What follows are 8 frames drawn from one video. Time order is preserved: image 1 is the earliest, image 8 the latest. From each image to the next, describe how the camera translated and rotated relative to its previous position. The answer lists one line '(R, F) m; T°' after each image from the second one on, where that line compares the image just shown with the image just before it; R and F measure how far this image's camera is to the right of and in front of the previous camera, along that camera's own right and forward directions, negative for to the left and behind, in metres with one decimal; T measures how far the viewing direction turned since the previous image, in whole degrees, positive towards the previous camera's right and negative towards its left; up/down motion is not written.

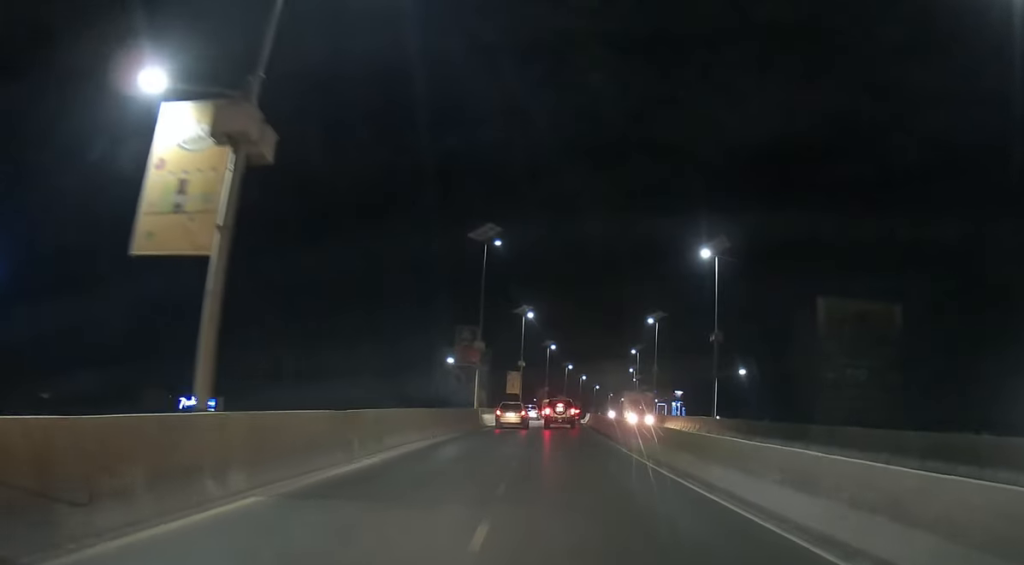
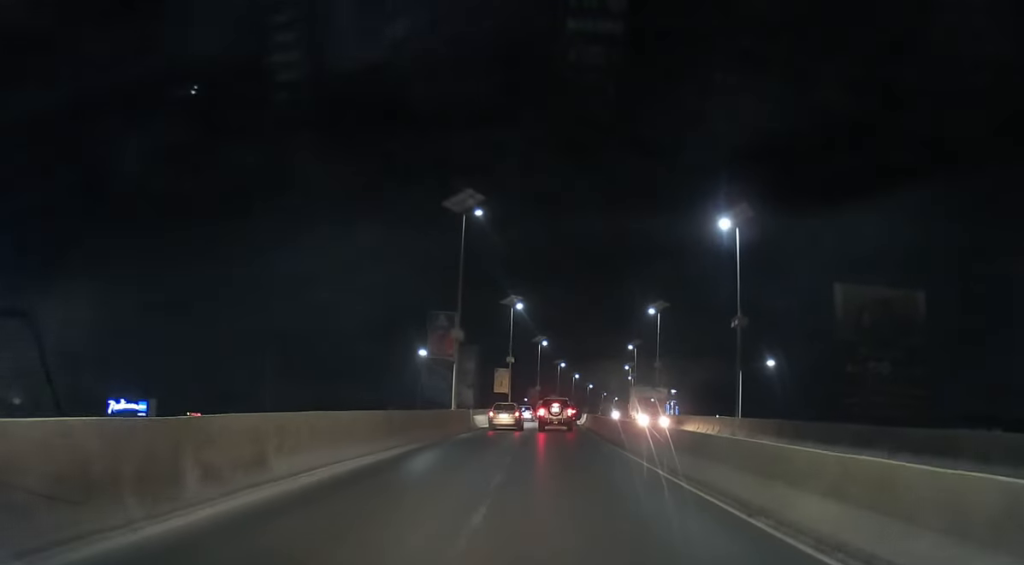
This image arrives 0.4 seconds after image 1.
(0.0, +7.7) m; 0°
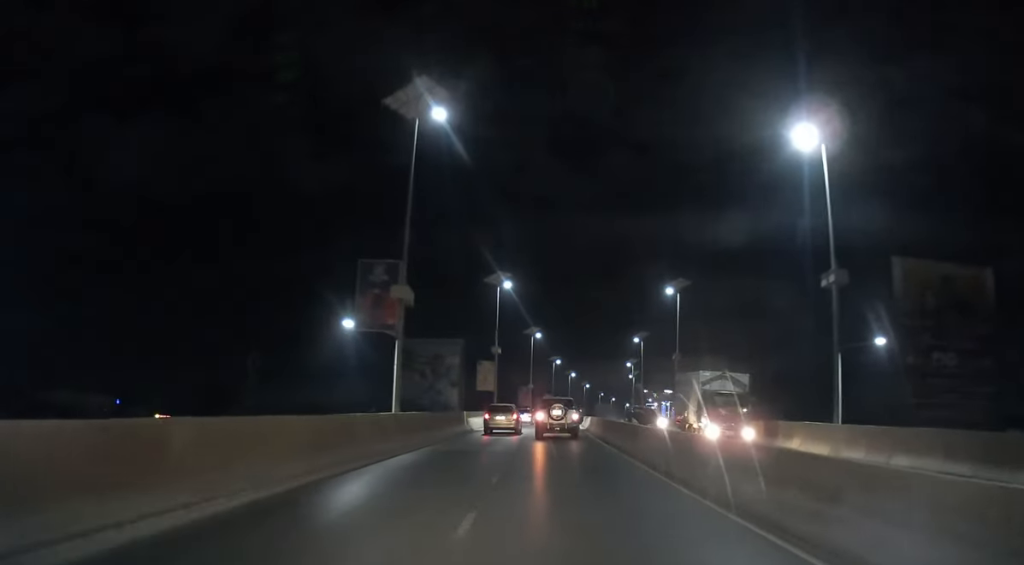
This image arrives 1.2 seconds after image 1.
(+0.2, +14.0) m; +1°
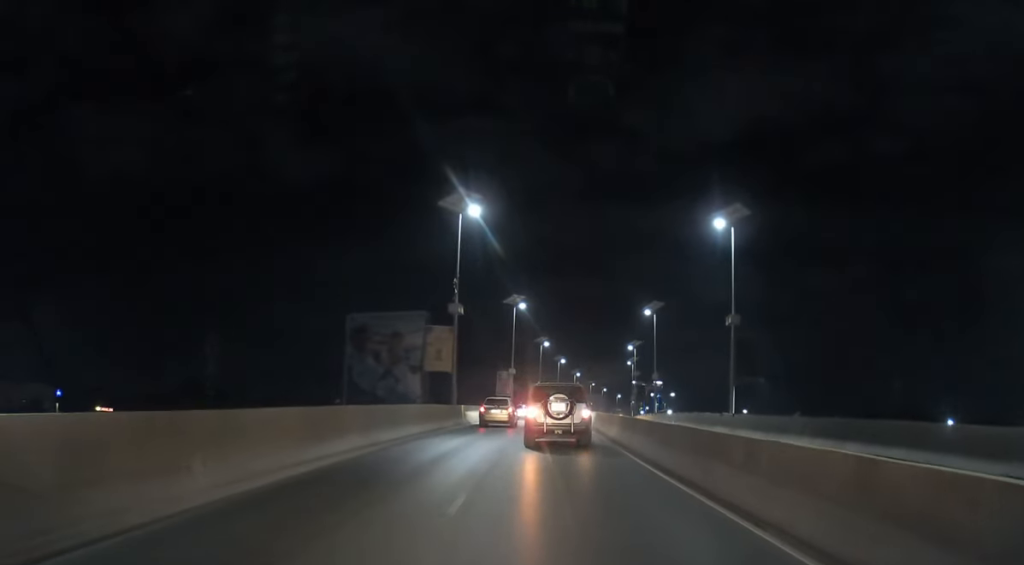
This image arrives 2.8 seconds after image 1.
(+0.3, +18.6) m; +1°
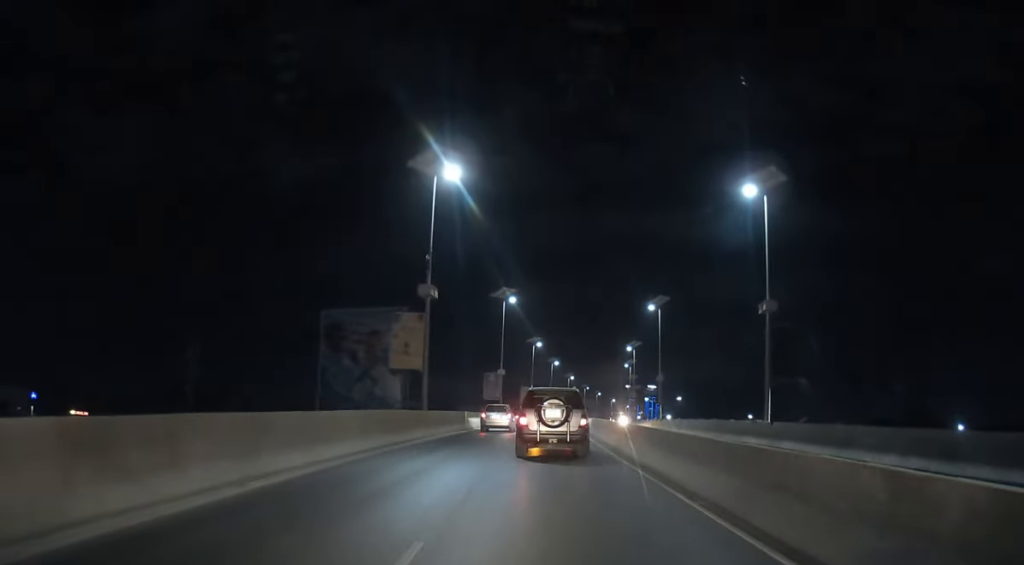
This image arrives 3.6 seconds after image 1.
(0.0, +7.0) m; 0°
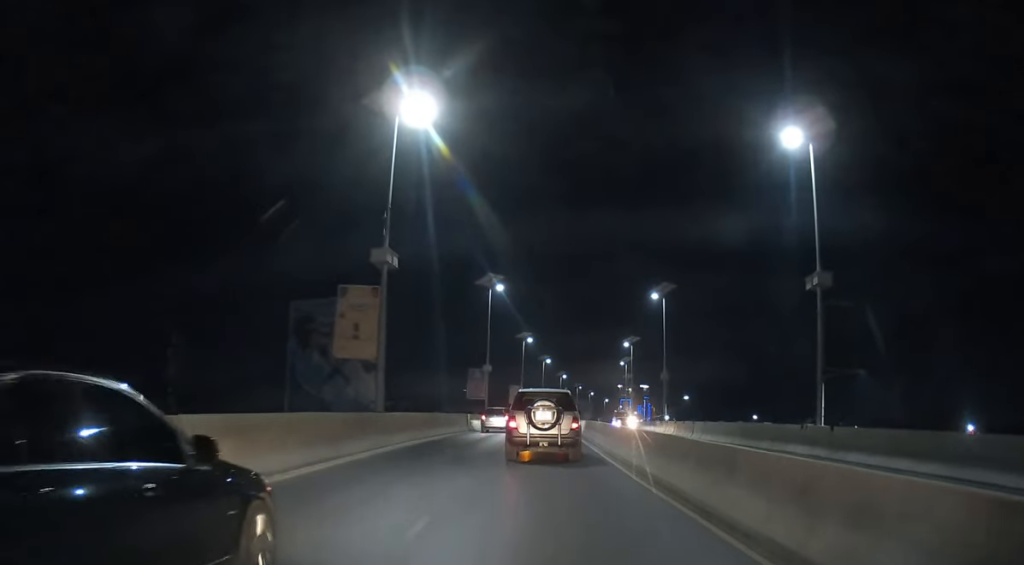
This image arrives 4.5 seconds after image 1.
(0.0, +7.0) m; 0°
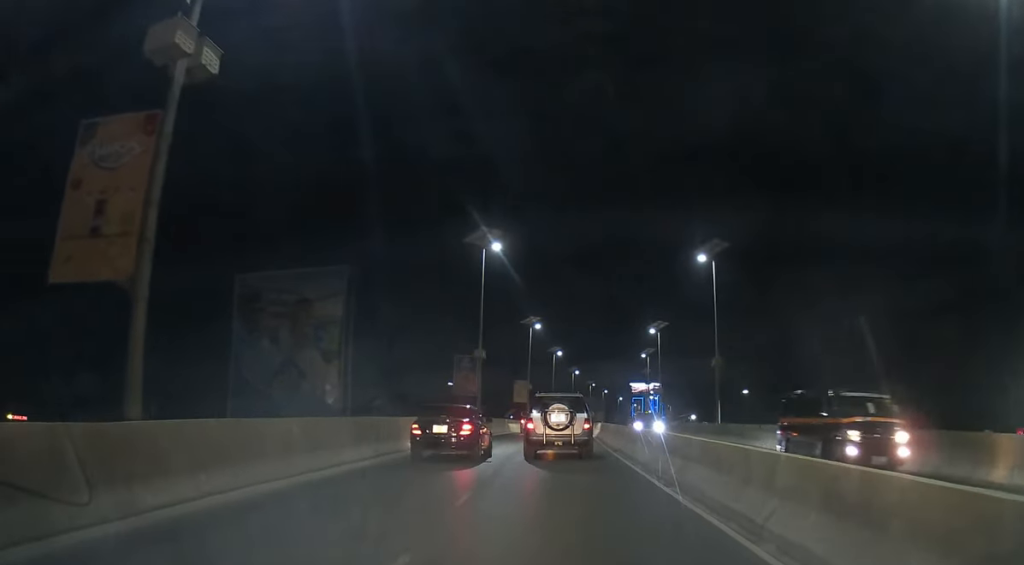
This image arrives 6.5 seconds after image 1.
(+0.1, +15.4) m; +2°
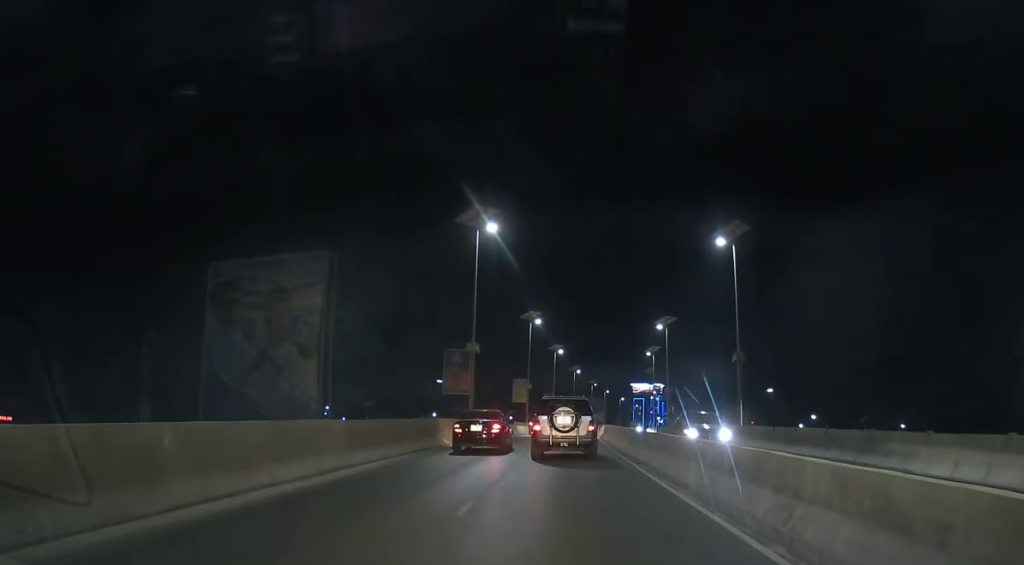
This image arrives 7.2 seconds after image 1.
(+0.2, +5.1) m; 0°
